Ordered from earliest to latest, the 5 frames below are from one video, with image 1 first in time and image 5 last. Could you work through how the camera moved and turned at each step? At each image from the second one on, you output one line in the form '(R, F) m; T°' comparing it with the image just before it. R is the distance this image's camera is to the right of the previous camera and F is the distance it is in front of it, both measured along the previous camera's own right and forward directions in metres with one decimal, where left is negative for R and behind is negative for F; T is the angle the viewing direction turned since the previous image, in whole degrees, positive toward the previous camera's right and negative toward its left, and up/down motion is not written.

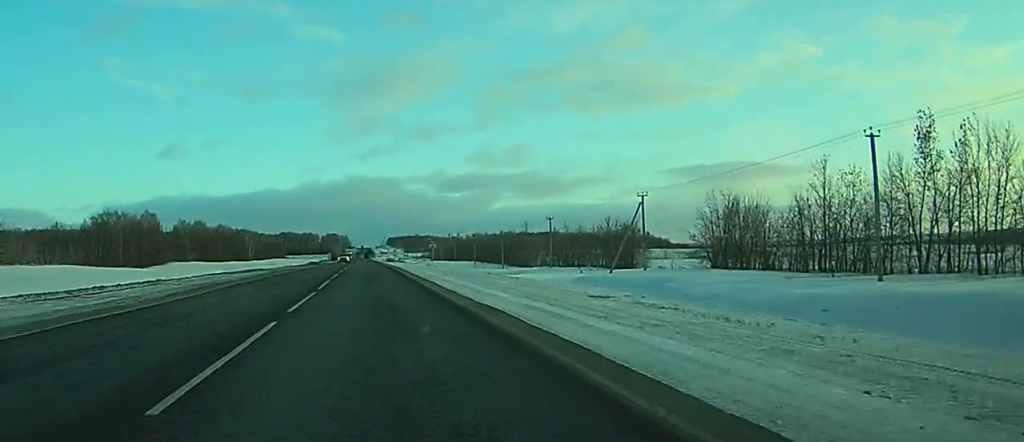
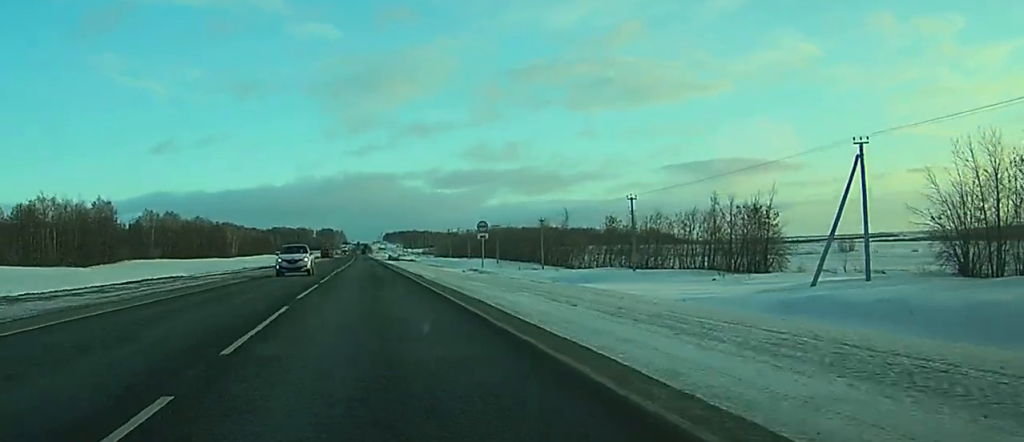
(0.0, +44.2) m; 0°
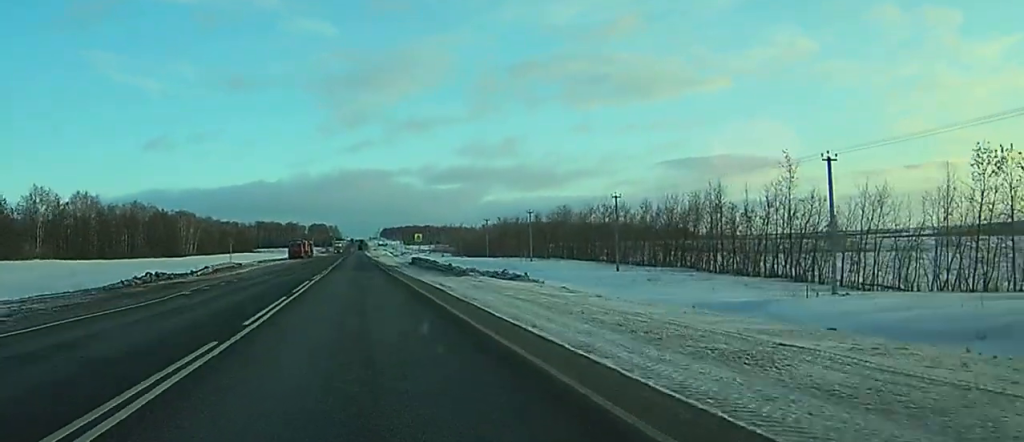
(-0.1, +88.5) m; 0°
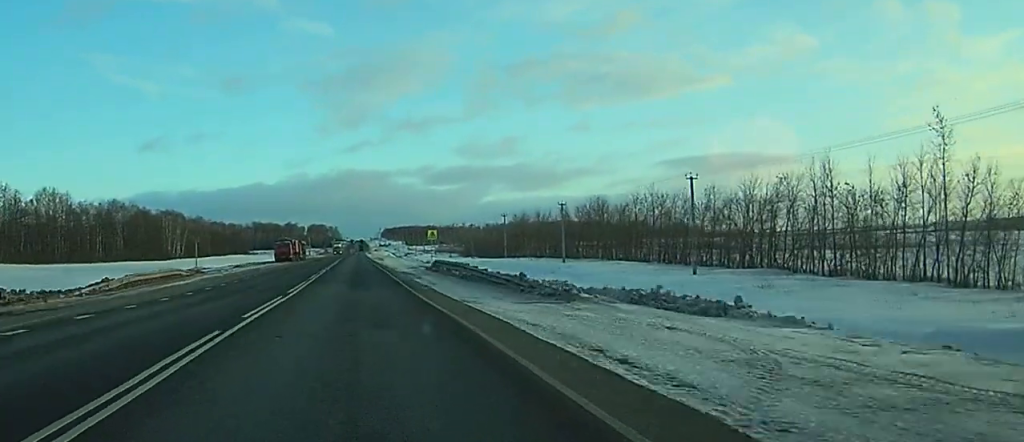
(-0.1, +22.3) m; +1°
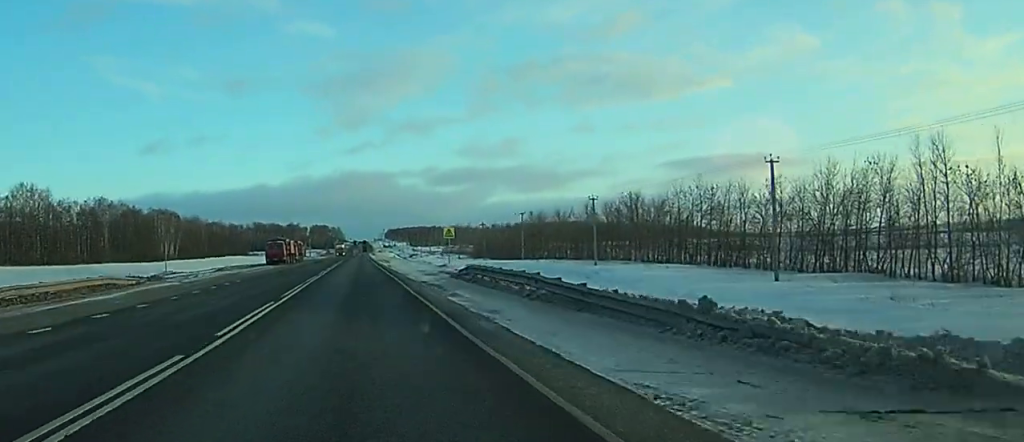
(+0.2, +14.5) m; -1°
